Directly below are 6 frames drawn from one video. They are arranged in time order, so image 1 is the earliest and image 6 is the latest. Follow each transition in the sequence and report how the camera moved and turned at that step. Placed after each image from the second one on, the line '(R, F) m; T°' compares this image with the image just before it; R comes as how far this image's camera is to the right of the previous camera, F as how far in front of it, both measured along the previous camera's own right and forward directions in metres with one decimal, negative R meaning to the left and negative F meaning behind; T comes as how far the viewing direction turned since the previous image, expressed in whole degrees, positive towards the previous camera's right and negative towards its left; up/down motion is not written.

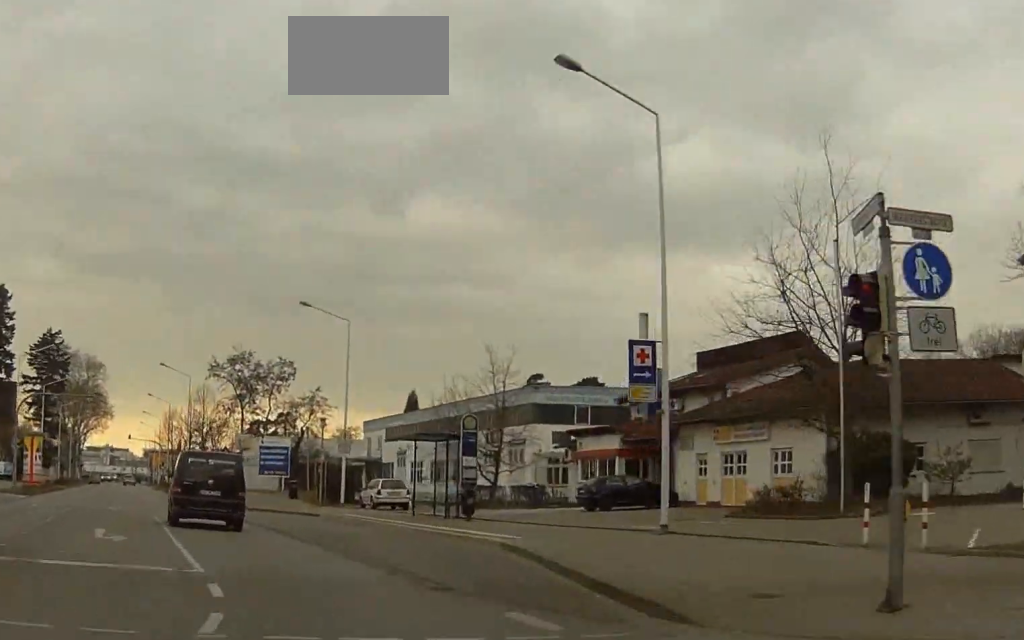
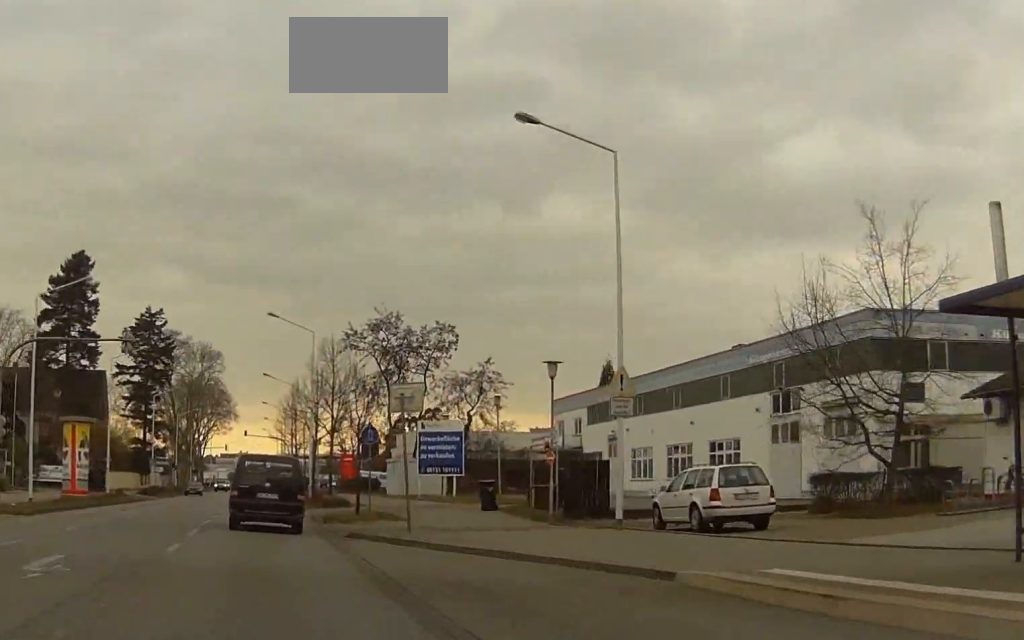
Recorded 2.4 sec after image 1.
(-0.1, +25.1) m; +3°
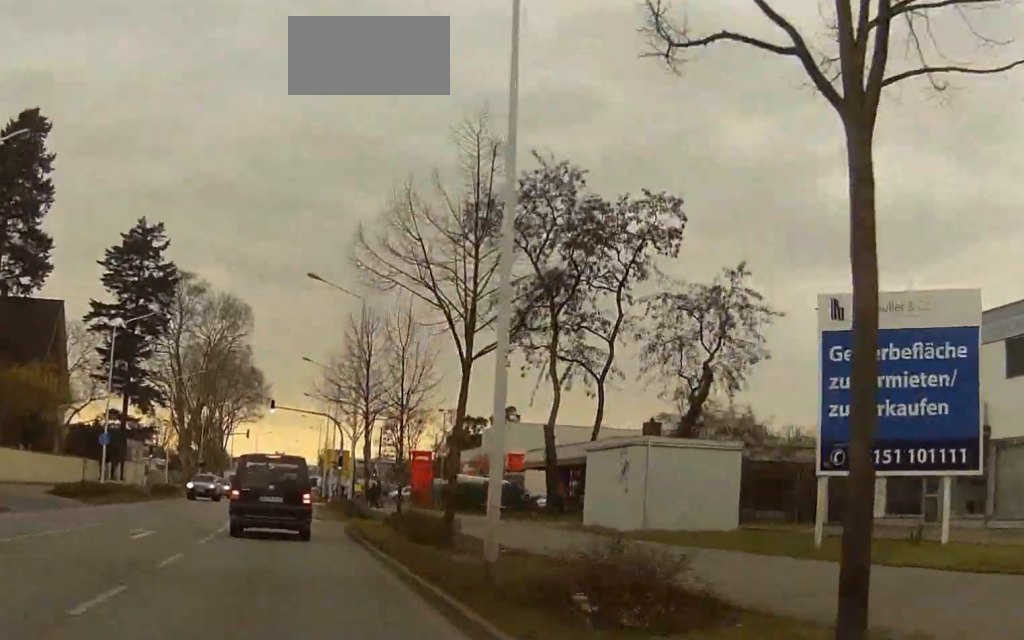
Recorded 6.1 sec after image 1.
(+3.1, +44.2) m; -11°
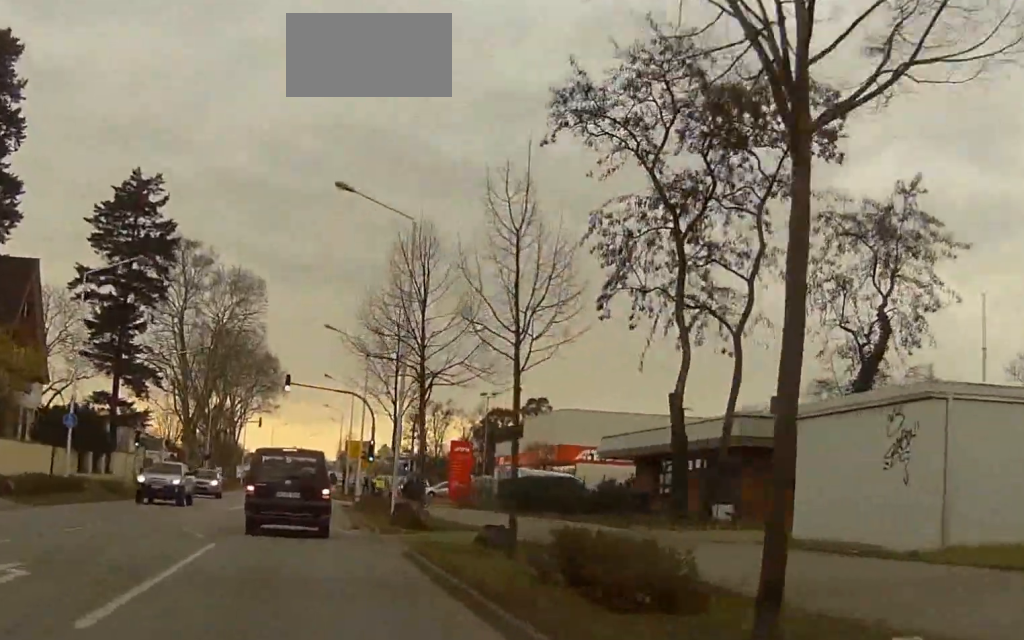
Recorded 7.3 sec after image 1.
(-5.1, +14.7) m; -10°
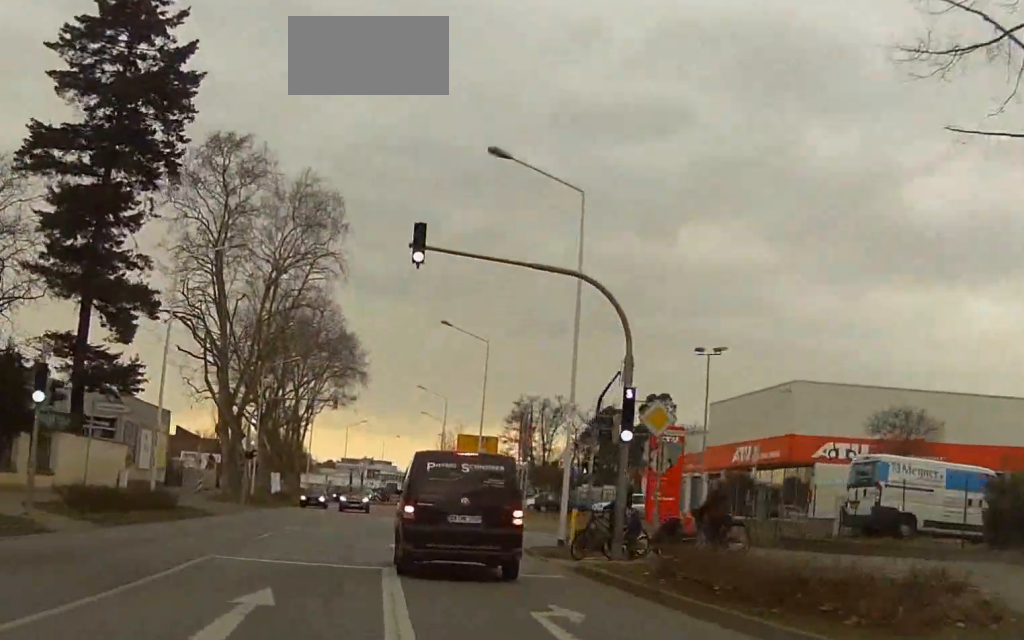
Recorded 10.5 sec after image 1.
(+1.6, +39.6) m; +7°
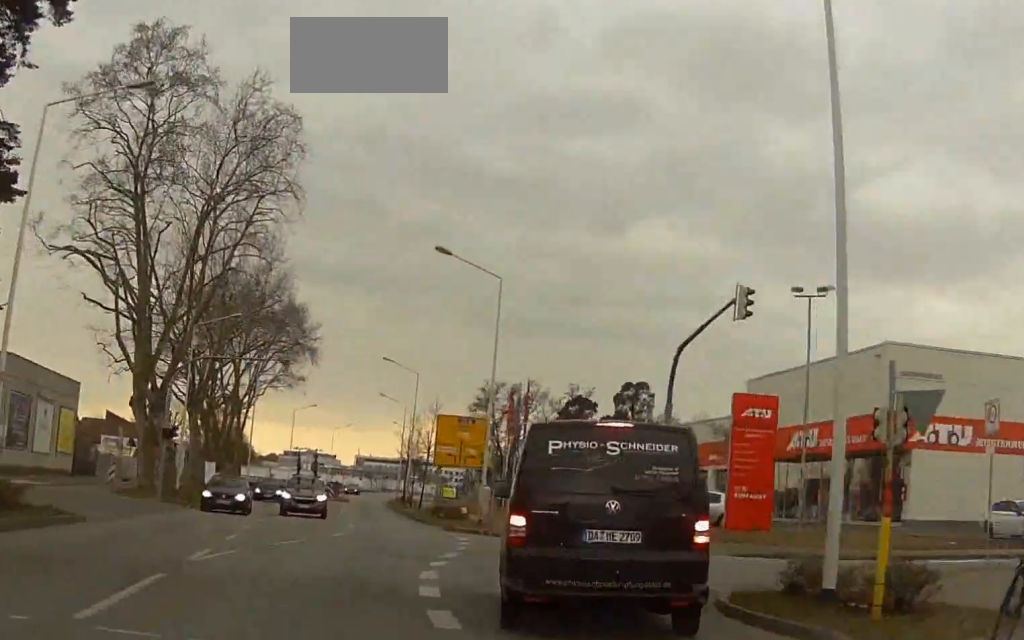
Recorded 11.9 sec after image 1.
(0.0, +17.4) m; +4°
